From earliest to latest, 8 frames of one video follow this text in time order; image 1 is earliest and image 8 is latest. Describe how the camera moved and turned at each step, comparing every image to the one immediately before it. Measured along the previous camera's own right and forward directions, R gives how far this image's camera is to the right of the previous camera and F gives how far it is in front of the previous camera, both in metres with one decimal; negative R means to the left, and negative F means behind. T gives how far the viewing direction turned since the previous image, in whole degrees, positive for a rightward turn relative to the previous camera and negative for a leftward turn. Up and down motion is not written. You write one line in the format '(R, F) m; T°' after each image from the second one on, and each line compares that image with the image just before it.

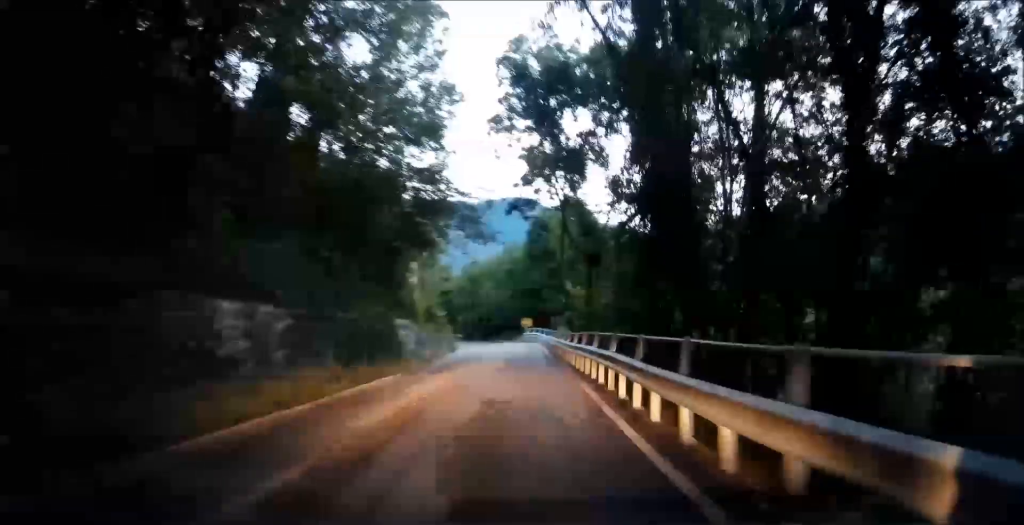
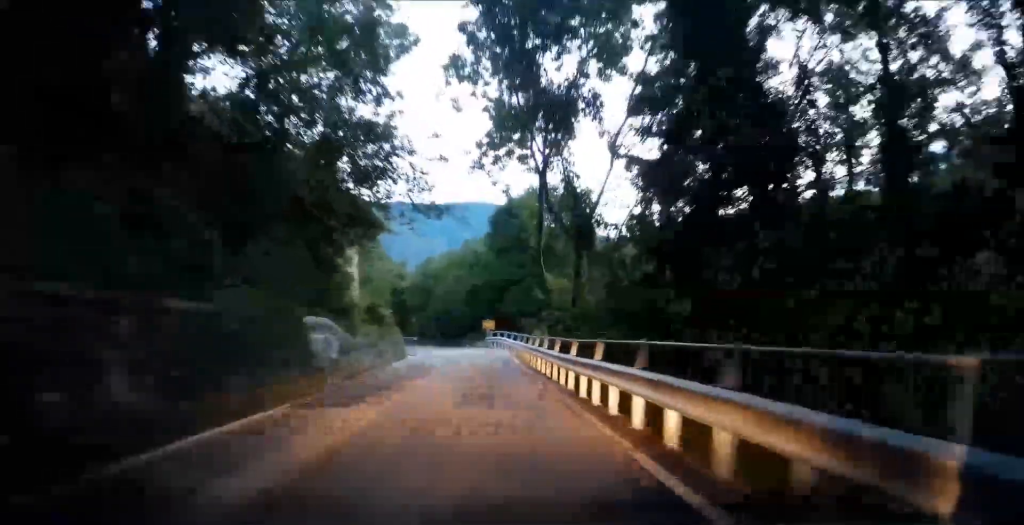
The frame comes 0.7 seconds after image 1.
(0.0, +8.0) m; +2°
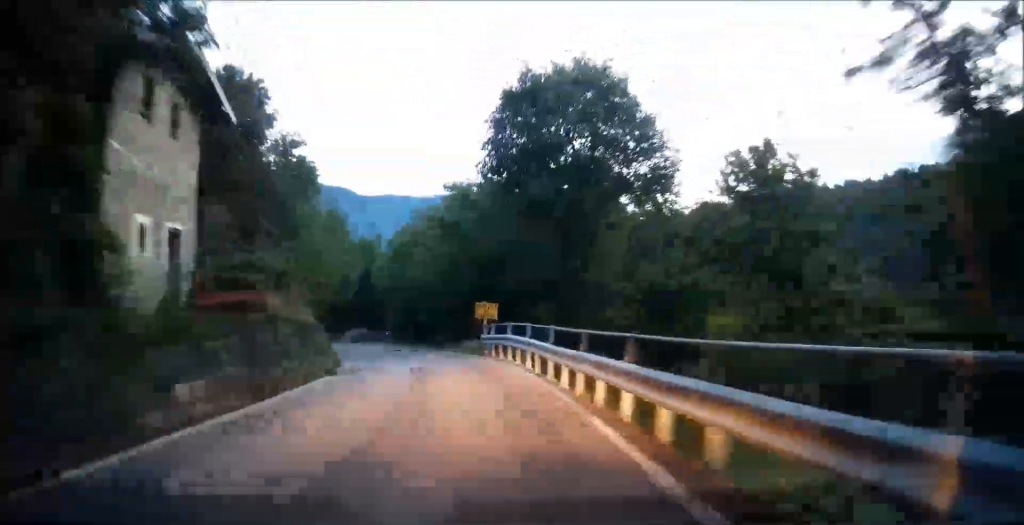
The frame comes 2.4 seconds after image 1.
(+0.4, +21.7) m; 0°
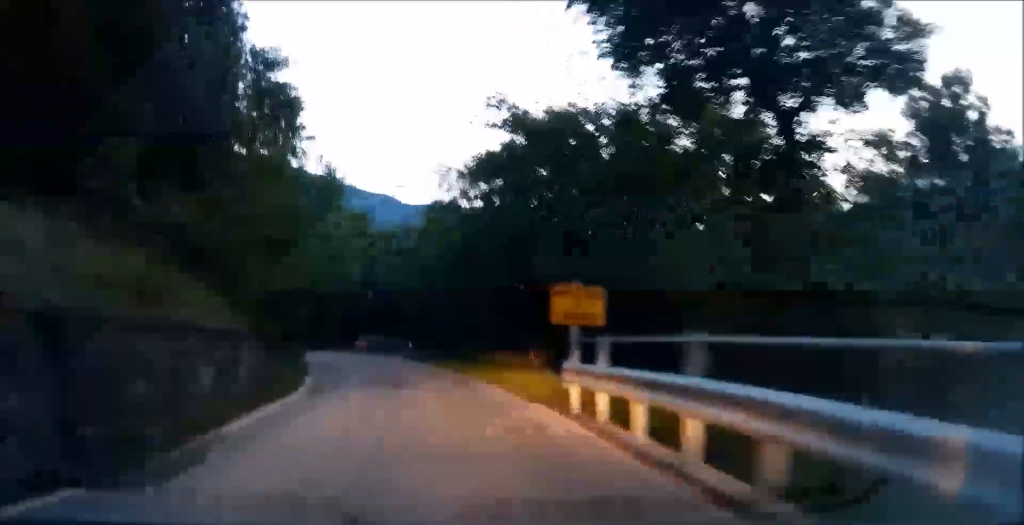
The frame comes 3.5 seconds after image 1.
(-0.2, +14.3) m; -1°
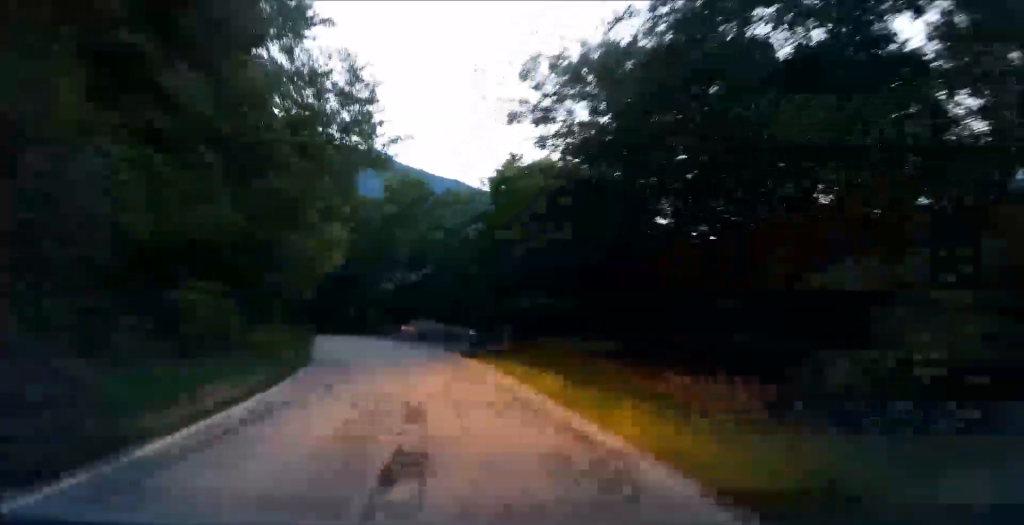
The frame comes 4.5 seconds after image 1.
(-0.1, +12.5) m; -2°
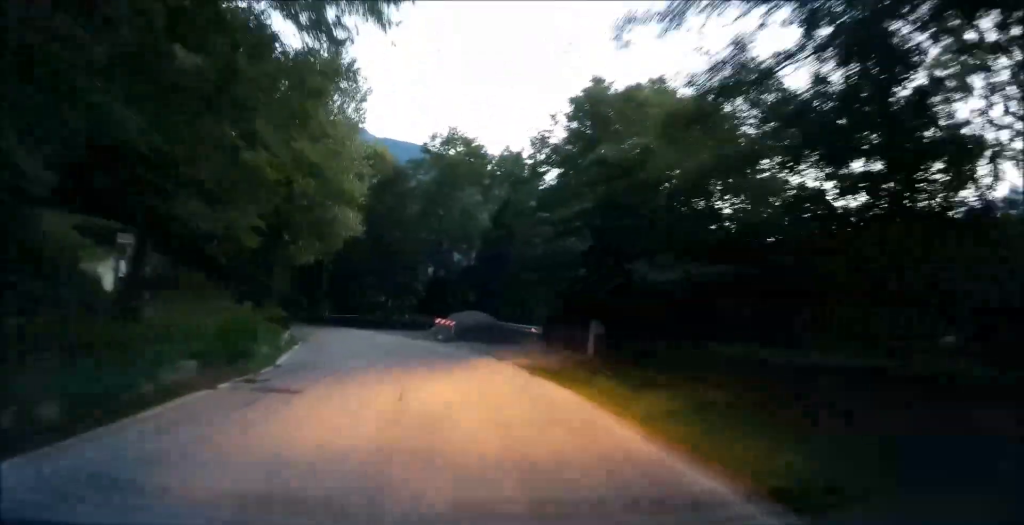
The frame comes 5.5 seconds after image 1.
(-0.4, +12.0) m; -4°
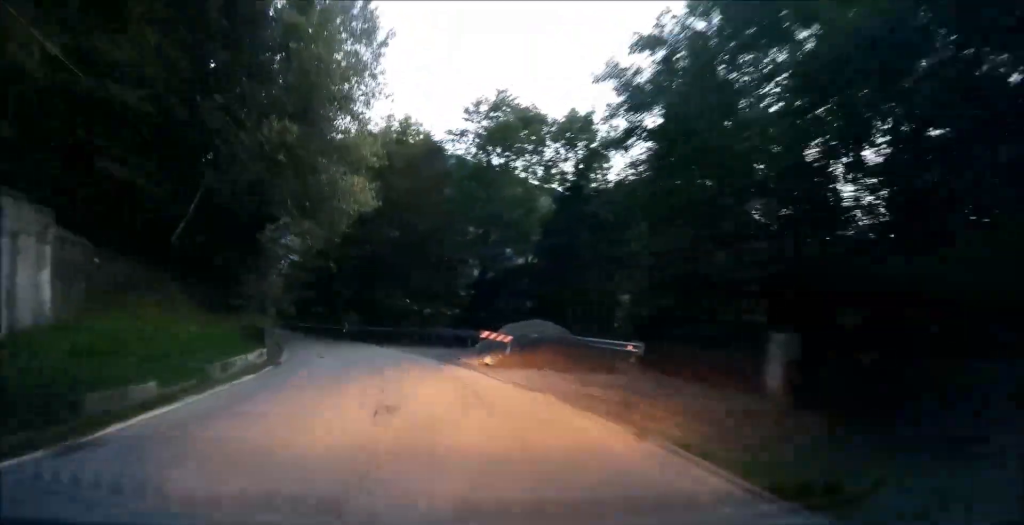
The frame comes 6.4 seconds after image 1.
(-0.4, +10.6) m; -5°
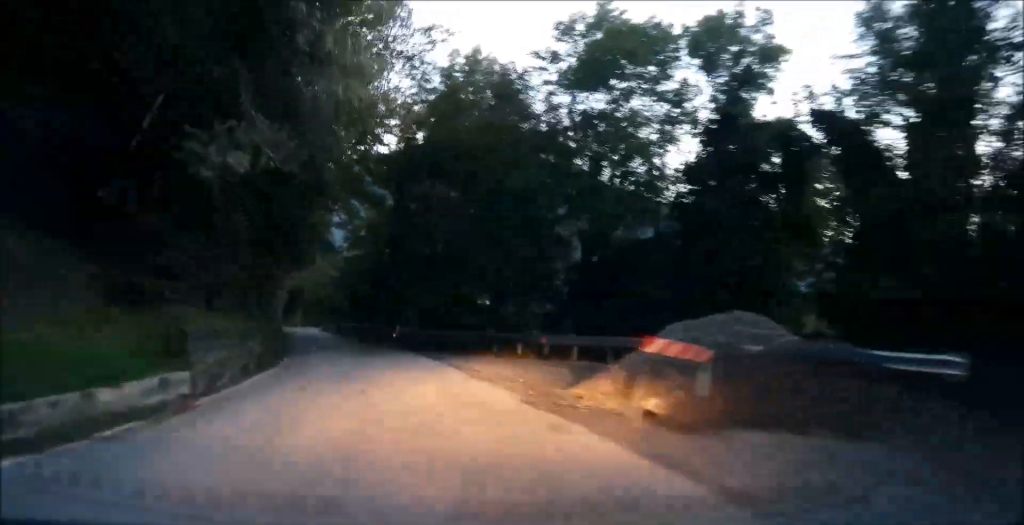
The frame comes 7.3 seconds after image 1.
(-0.5, +10.9) m; -4°
